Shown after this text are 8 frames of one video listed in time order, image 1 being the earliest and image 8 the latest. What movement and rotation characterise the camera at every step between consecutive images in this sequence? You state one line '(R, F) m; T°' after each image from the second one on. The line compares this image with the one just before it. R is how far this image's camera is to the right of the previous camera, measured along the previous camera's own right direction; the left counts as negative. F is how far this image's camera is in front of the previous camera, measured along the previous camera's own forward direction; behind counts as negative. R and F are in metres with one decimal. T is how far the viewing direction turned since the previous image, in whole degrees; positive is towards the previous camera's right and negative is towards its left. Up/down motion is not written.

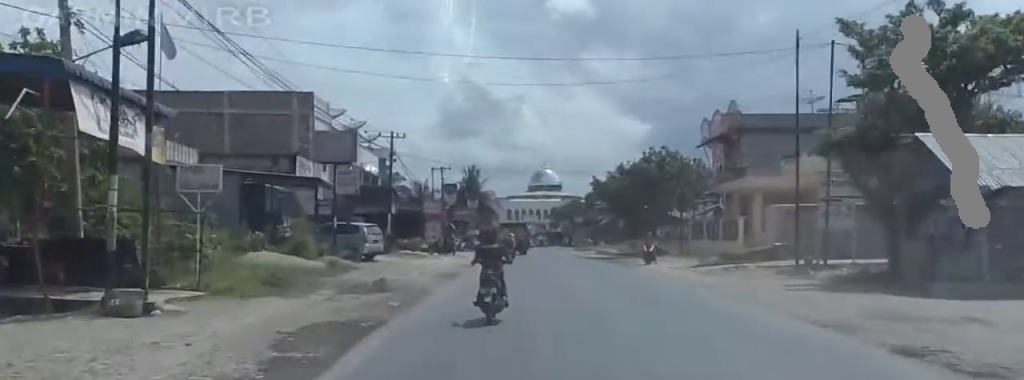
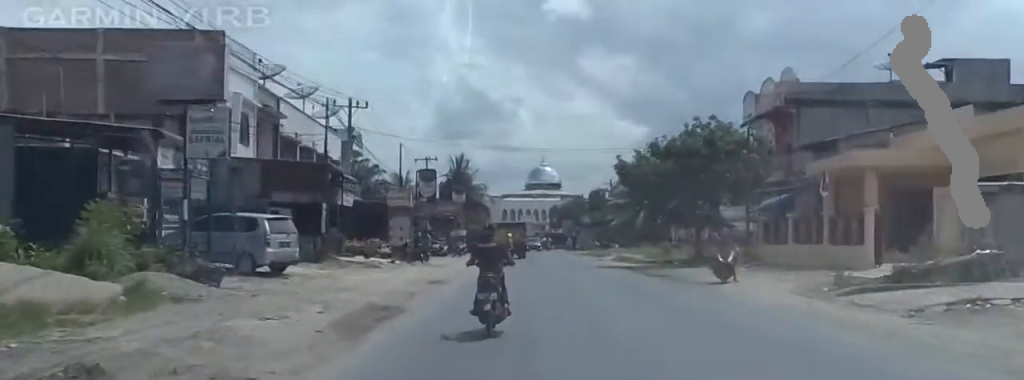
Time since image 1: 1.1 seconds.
(-0.4, +9.6) m; 0°
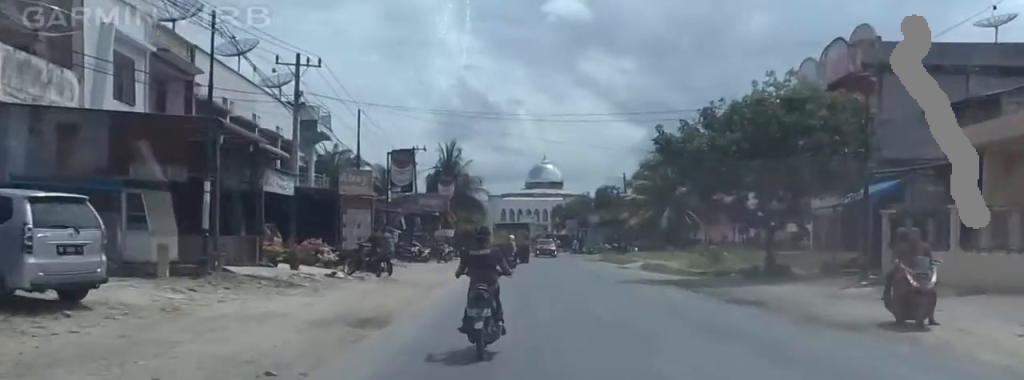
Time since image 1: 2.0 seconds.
(+0.3, +9.0) m; +1°
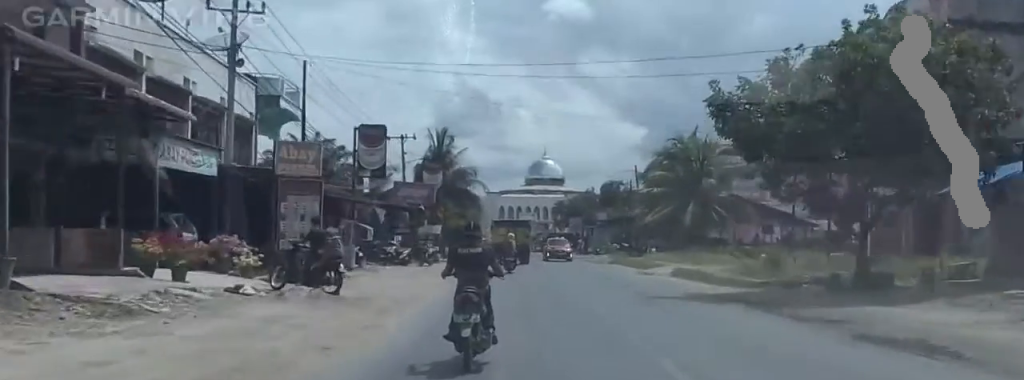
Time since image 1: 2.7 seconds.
(-0.3, +7.3) m; 0°
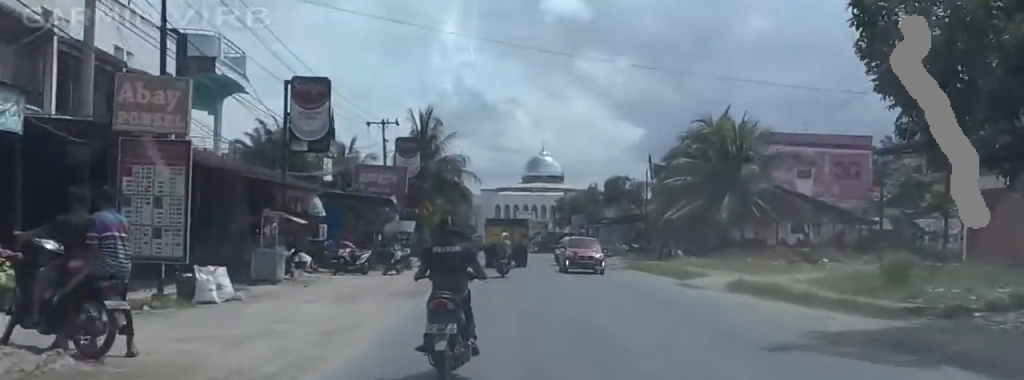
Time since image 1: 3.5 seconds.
(+0.5, +7.9) m; -2°
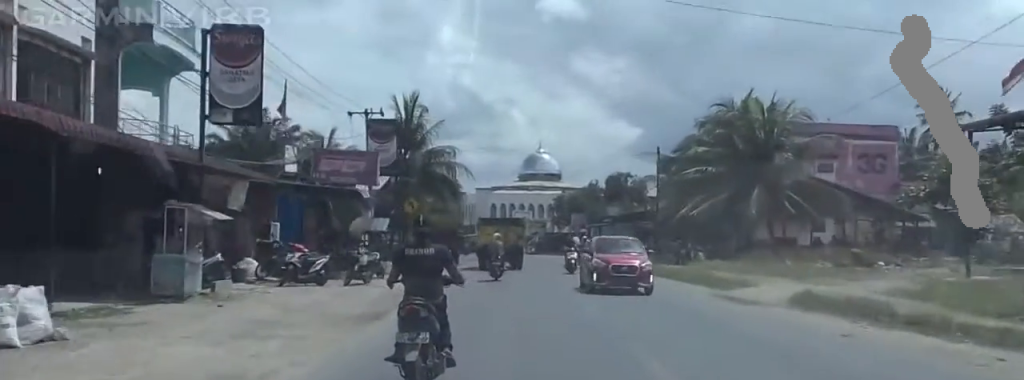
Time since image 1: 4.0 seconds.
(-0.3, +4.2) m; +1°
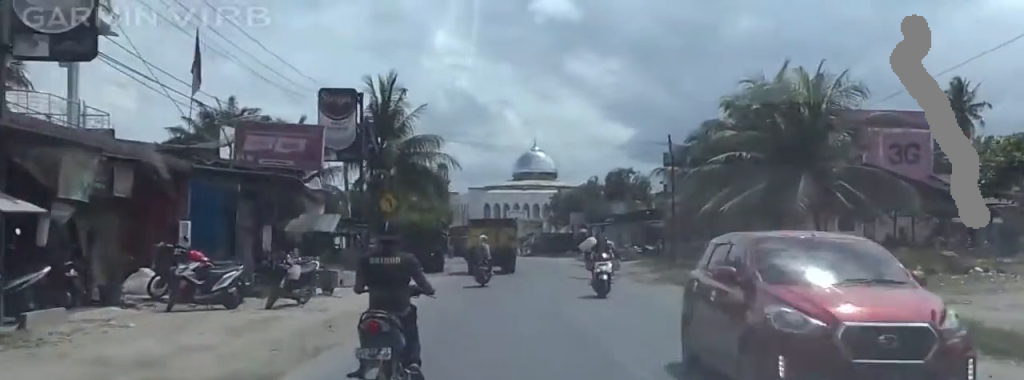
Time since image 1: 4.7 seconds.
(-0.6, +4.8) m; +2°
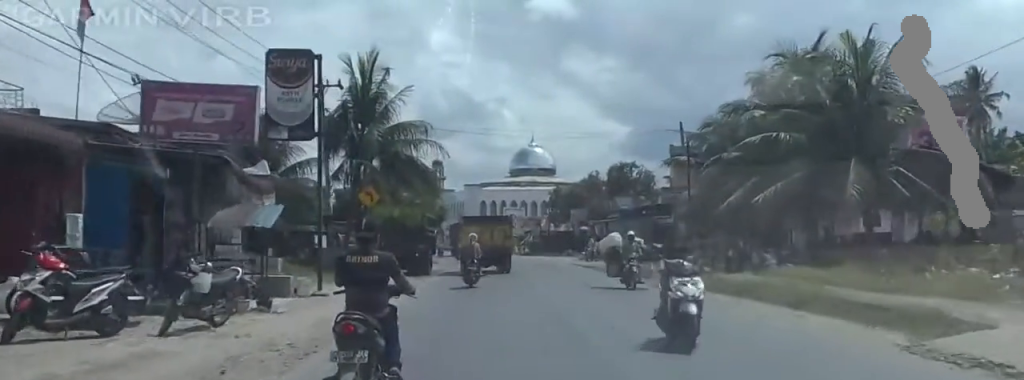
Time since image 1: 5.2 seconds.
(+0.6, +3.6) m; -1°
